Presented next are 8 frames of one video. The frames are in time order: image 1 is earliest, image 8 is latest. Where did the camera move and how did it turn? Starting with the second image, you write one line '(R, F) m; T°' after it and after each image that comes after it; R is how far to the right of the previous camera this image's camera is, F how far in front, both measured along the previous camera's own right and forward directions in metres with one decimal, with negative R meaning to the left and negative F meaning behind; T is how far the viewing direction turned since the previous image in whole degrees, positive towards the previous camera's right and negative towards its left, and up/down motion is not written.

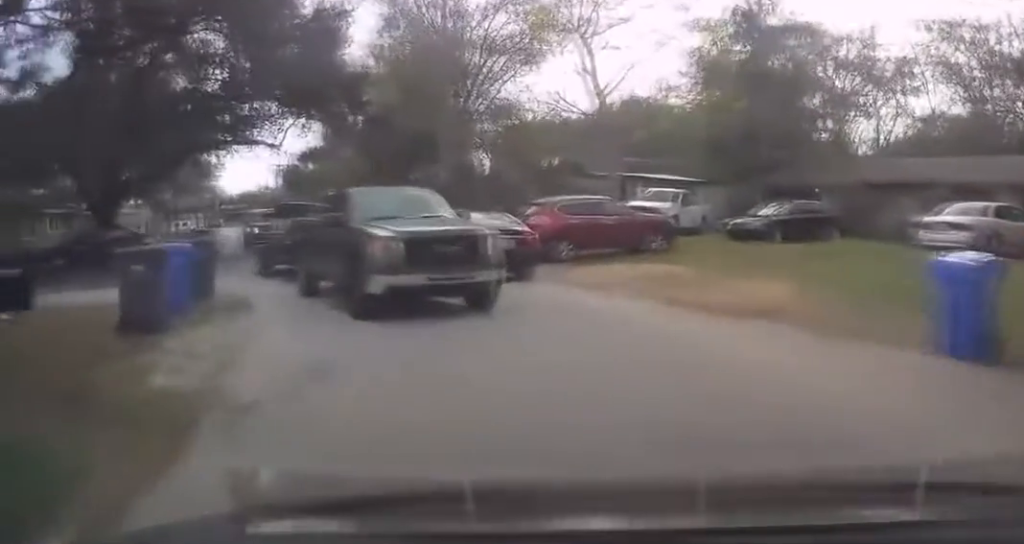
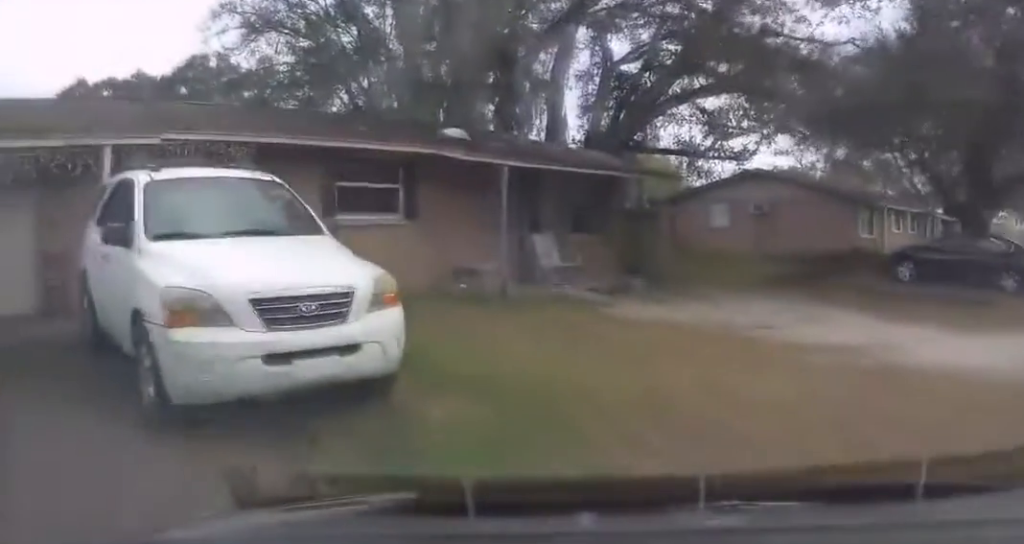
(-4.8, +7.4) m; -65°
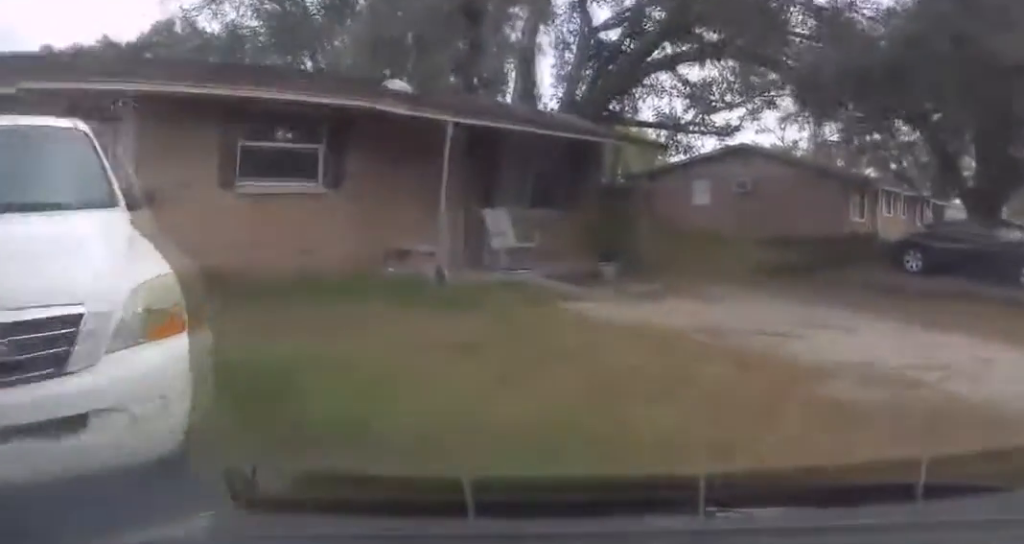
(-0.7, +2.5) m; -4°
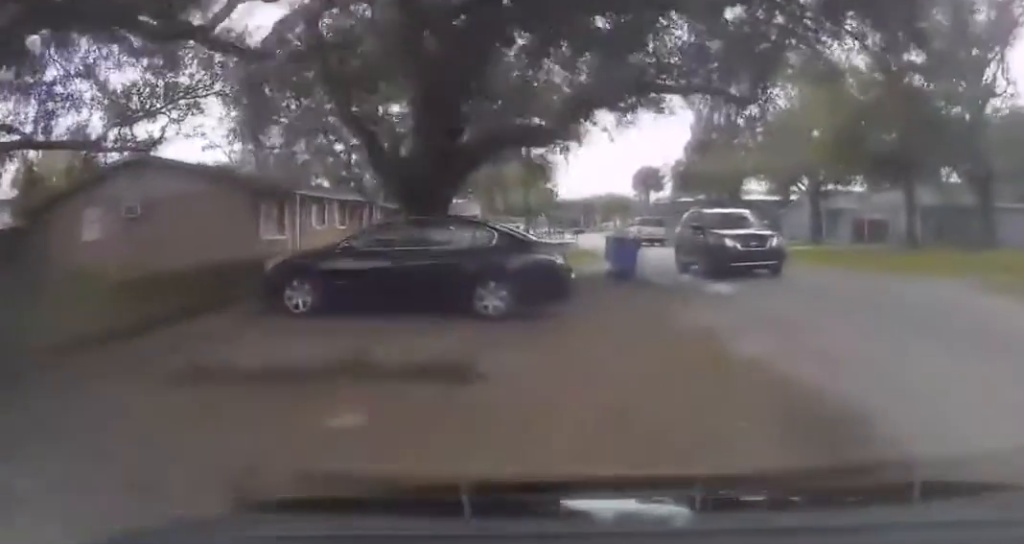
(+1.7, +6.0) m; +30°
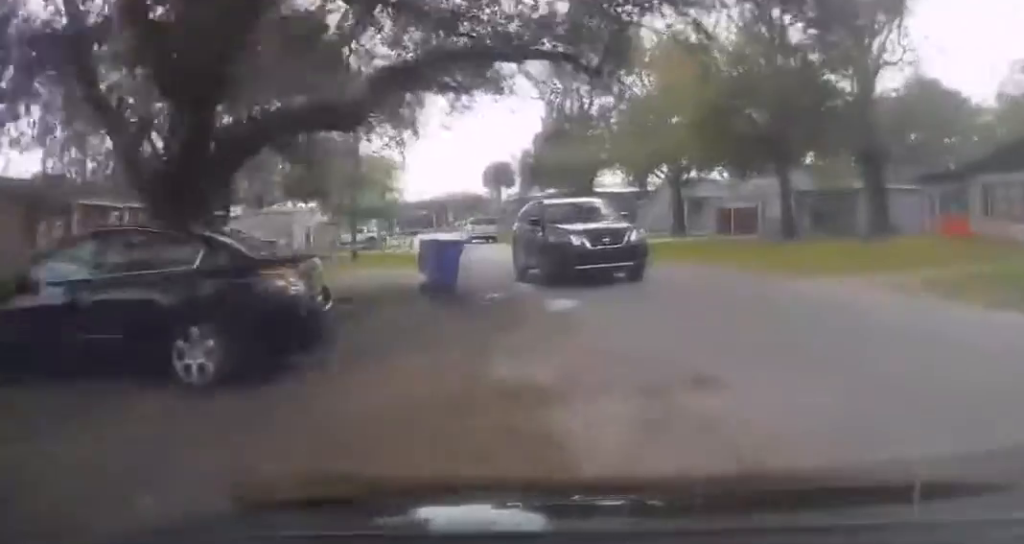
(0.0, +3.2) m; +13°
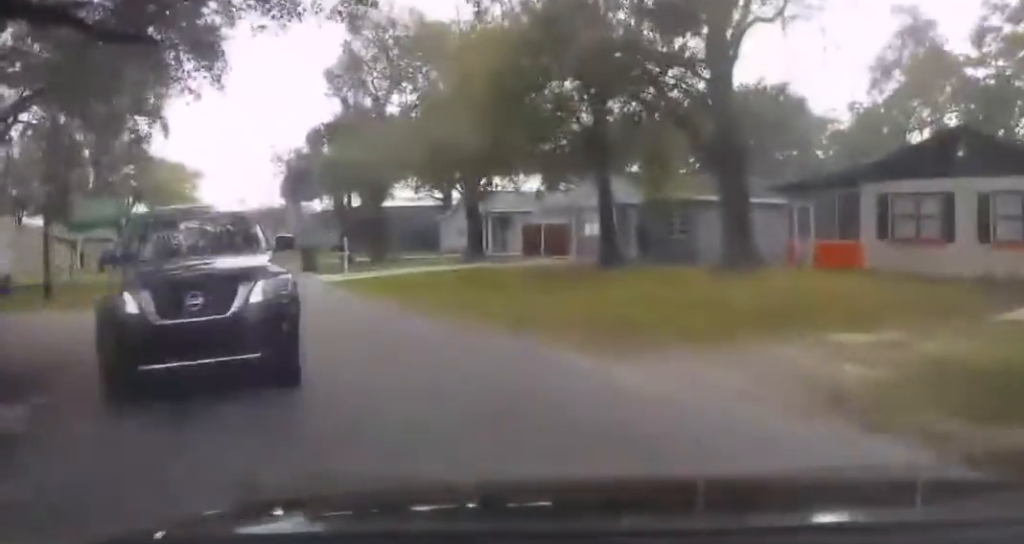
(+1.5, +7.1) m; +6°
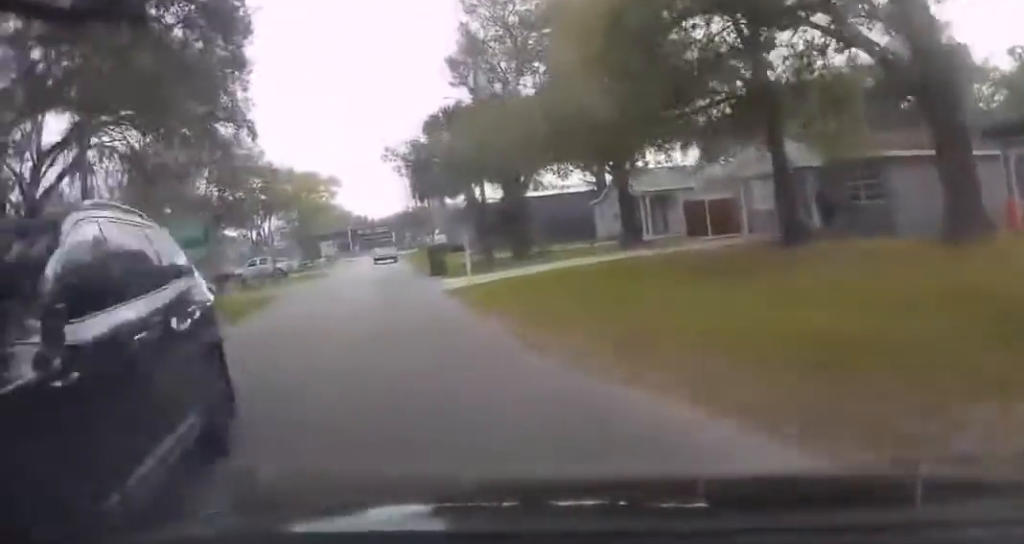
(-0.5, +4.8) m; -5°
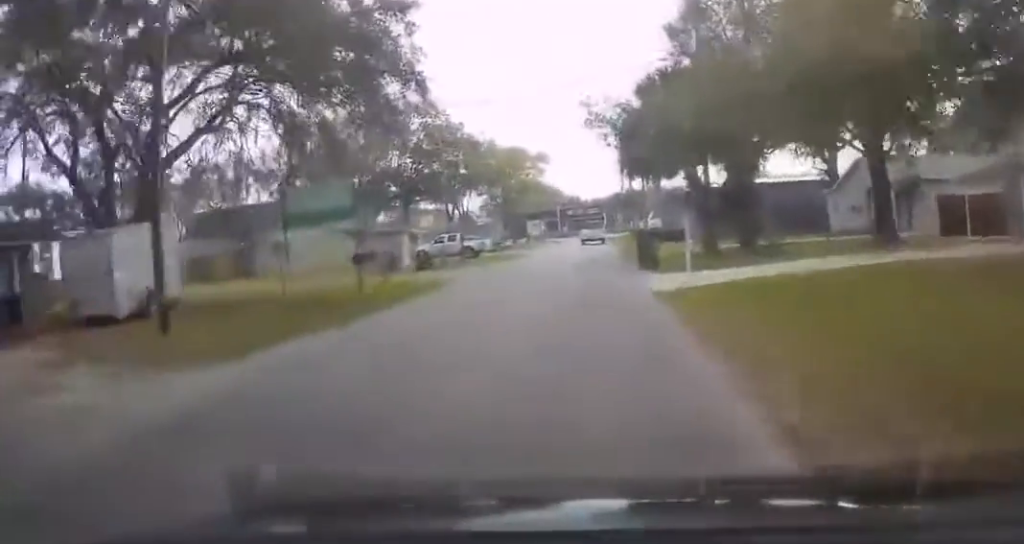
(-0.3, +5.3) m; -6°
